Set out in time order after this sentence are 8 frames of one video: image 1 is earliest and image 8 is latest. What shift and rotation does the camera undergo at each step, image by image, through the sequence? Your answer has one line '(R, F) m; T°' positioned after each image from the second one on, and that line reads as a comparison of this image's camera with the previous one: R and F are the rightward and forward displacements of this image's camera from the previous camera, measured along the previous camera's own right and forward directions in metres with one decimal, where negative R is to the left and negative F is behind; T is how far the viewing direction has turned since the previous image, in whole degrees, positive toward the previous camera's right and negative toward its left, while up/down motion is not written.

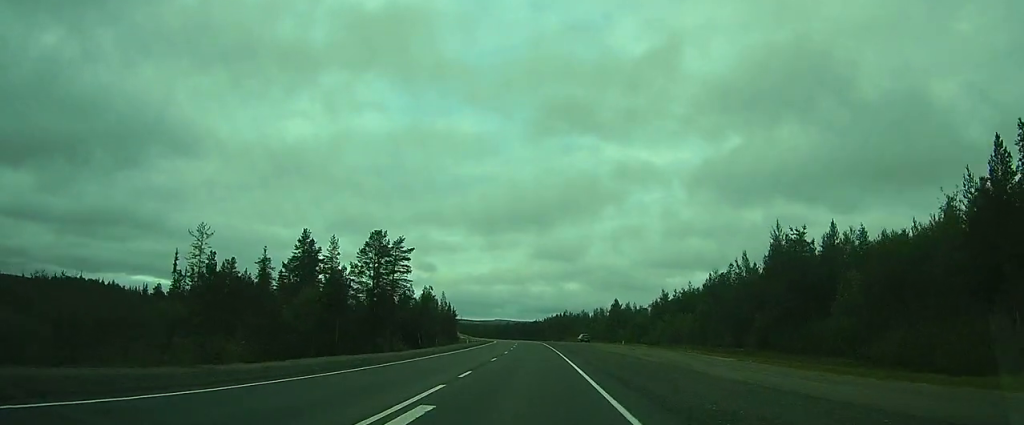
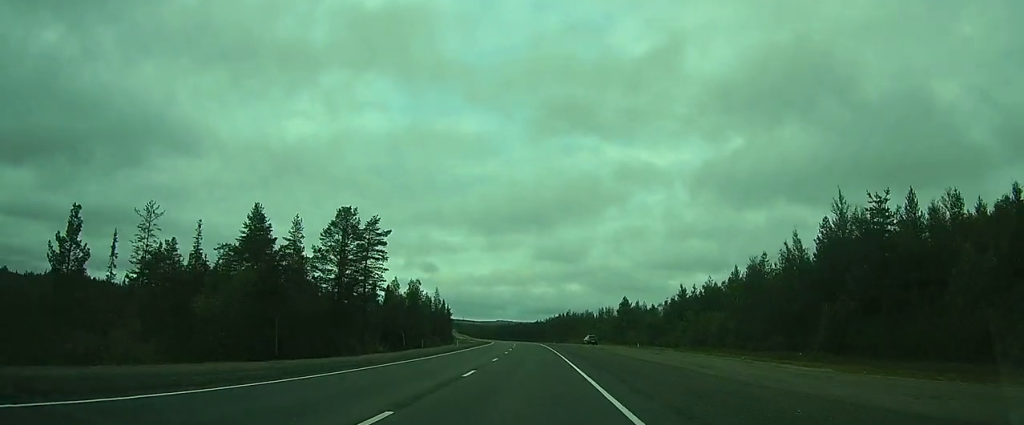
(0.0, +11.7) m; 0°
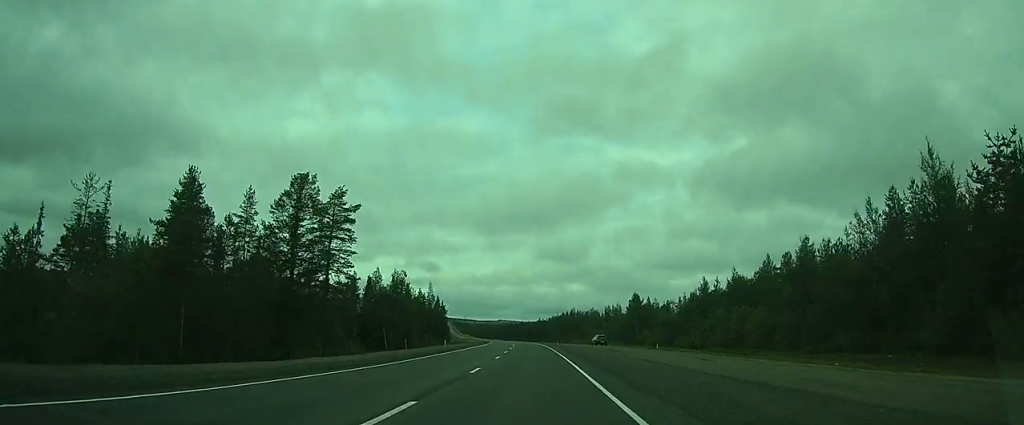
(-0.1, +11.0) m; 0°
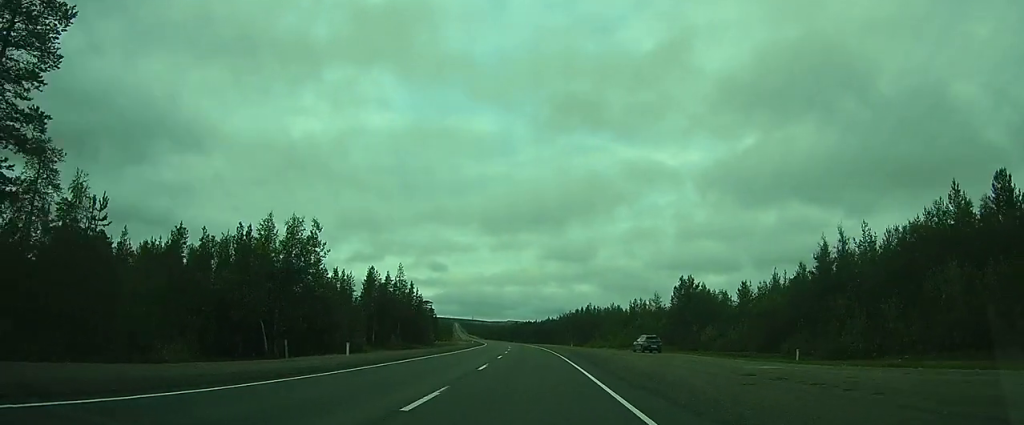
(-0.1, +33.9) m; 0°
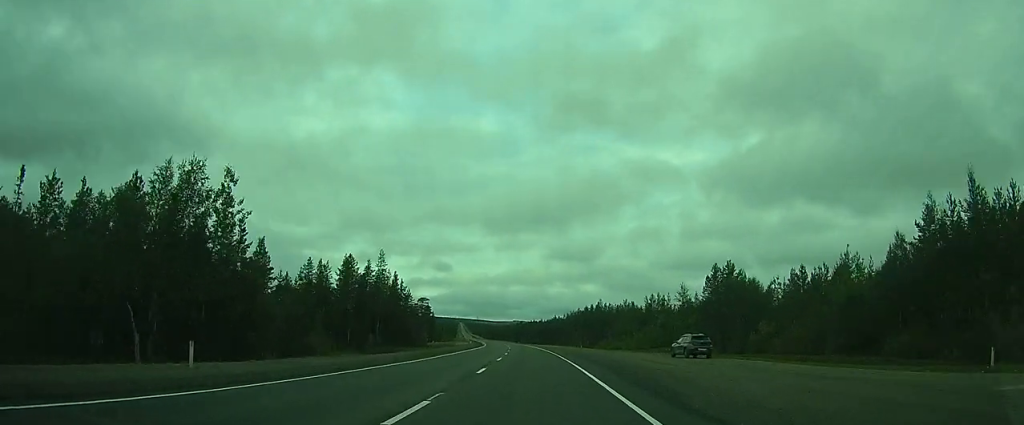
(+0.1, +14.3) m; 0°
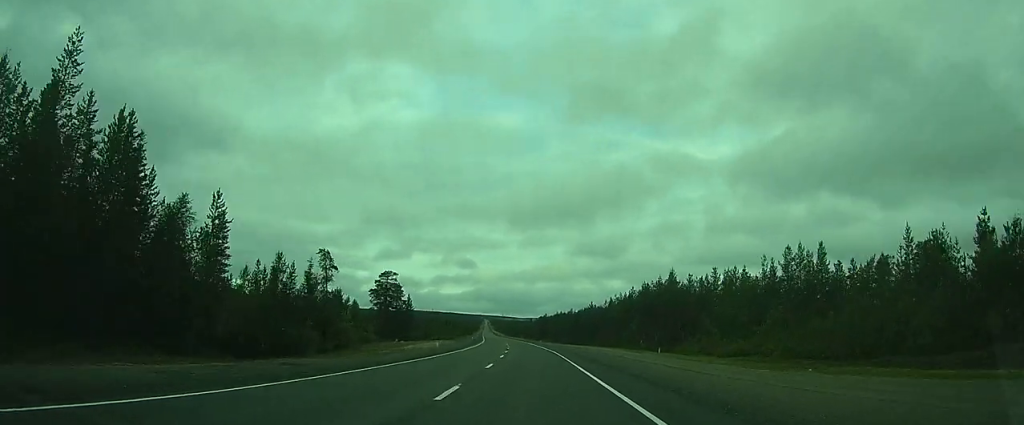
(-0.9, +59.2) m; -2°
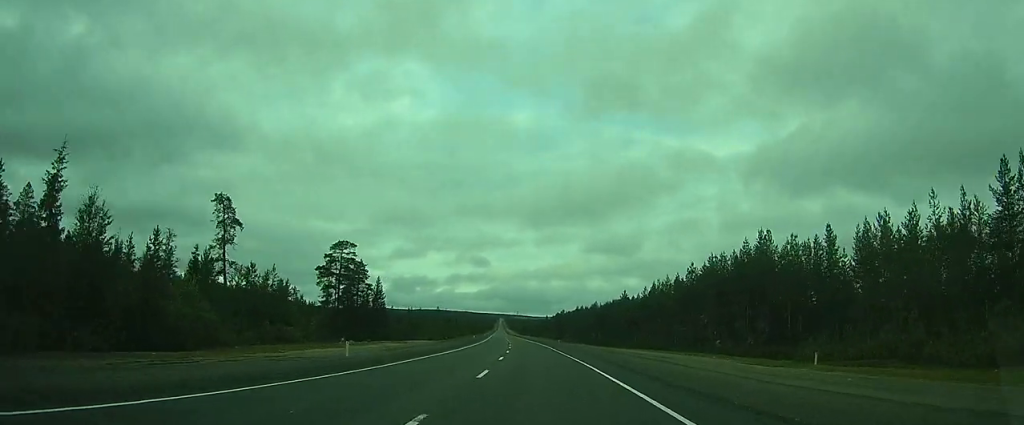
(-0.6, +31.2) m; -1°
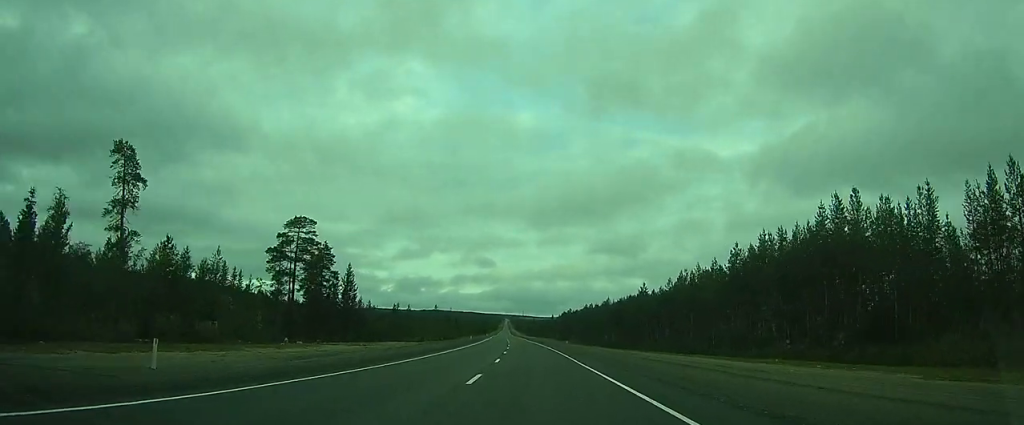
(0.0, +14.7) m; 0°
